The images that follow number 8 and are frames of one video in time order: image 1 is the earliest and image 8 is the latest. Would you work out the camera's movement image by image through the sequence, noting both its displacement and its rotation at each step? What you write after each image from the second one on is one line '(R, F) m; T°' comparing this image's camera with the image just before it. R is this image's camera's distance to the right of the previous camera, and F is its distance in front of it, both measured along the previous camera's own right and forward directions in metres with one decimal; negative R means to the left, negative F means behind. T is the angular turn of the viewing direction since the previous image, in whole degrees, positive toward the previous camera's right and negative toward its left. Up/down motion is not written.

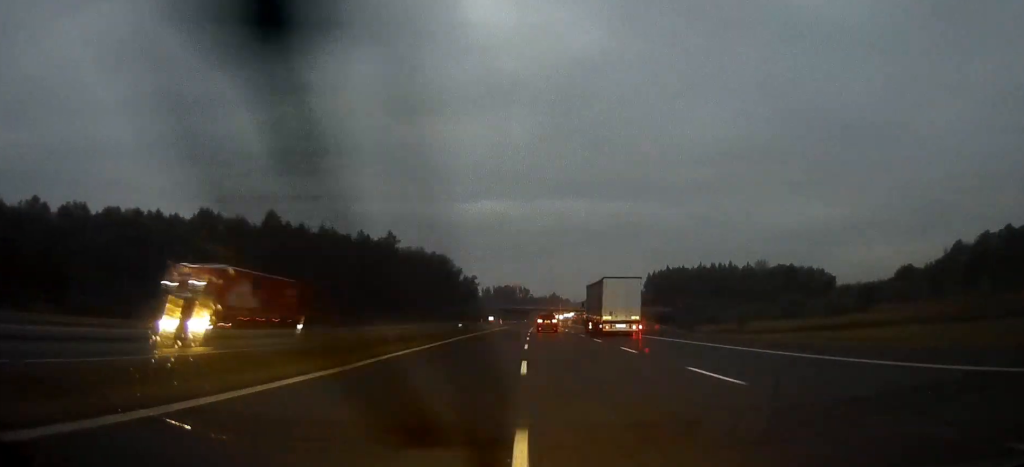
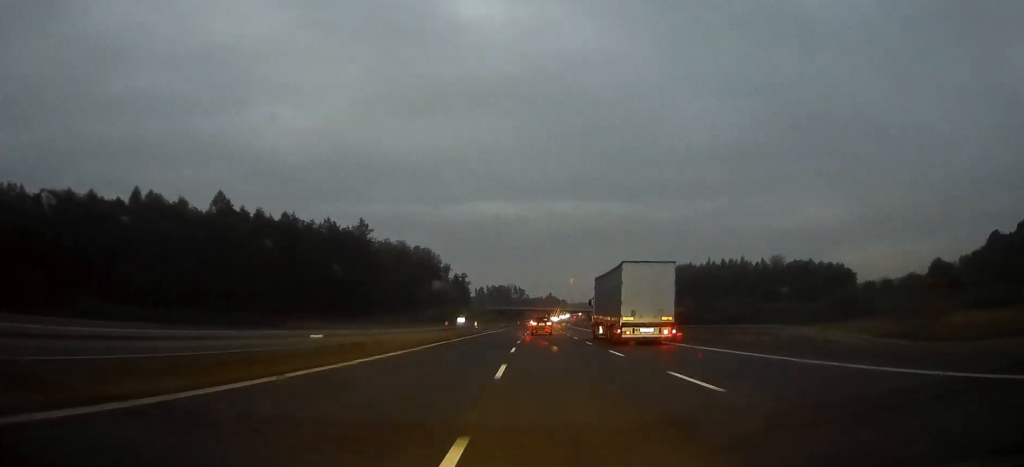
(0.0, +36.8) m; 0°
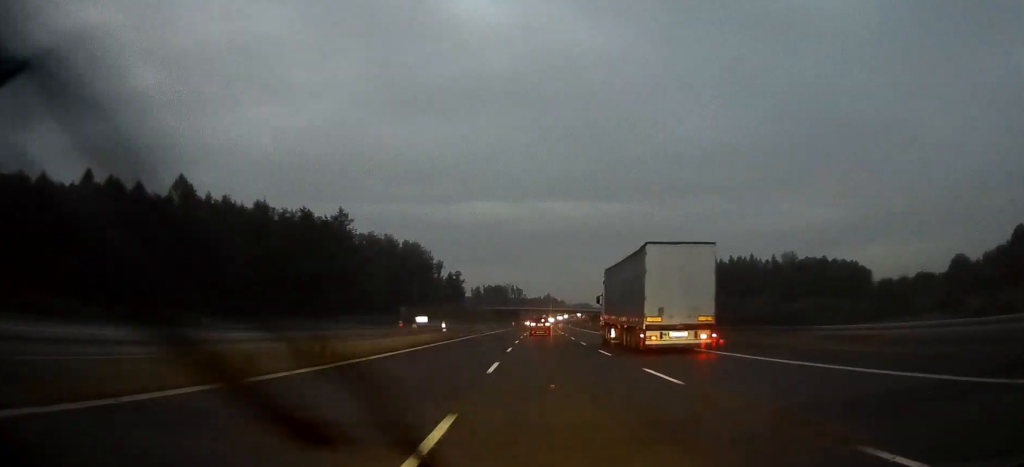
(0.0, +22.3) m; 0°
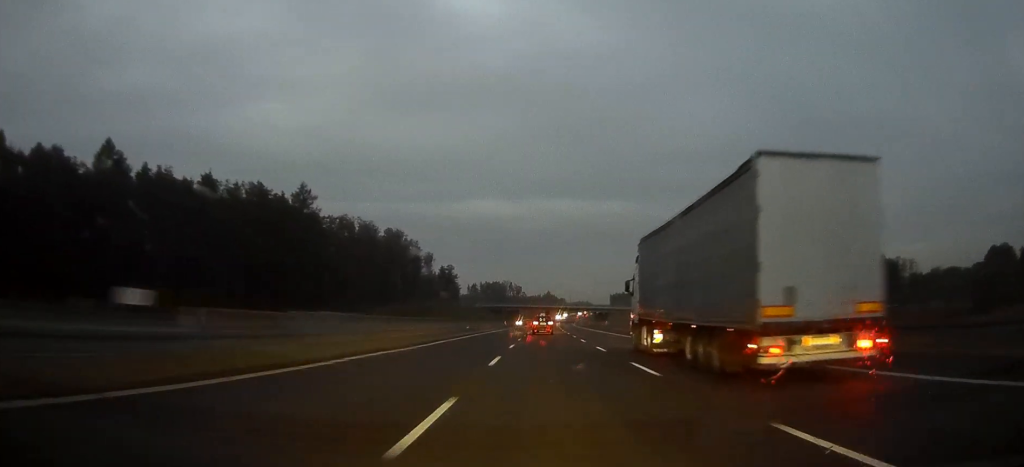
(0.0, +34.3) m; +1°
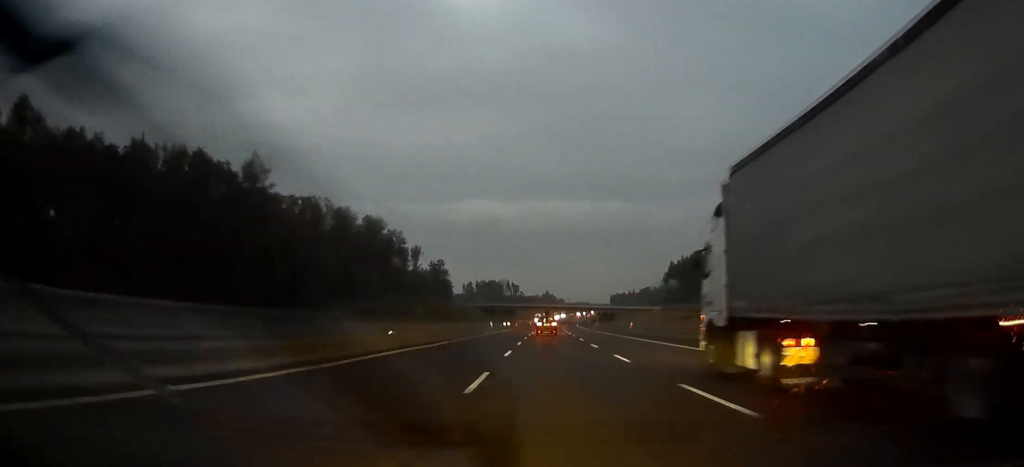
(+0.3, +30.4) m; +1°
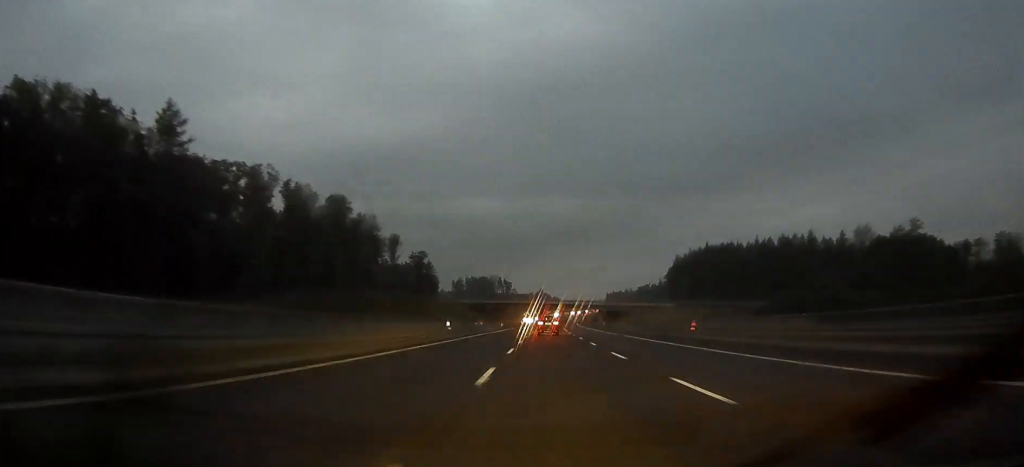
(+0.3, +34.5) m; 0°
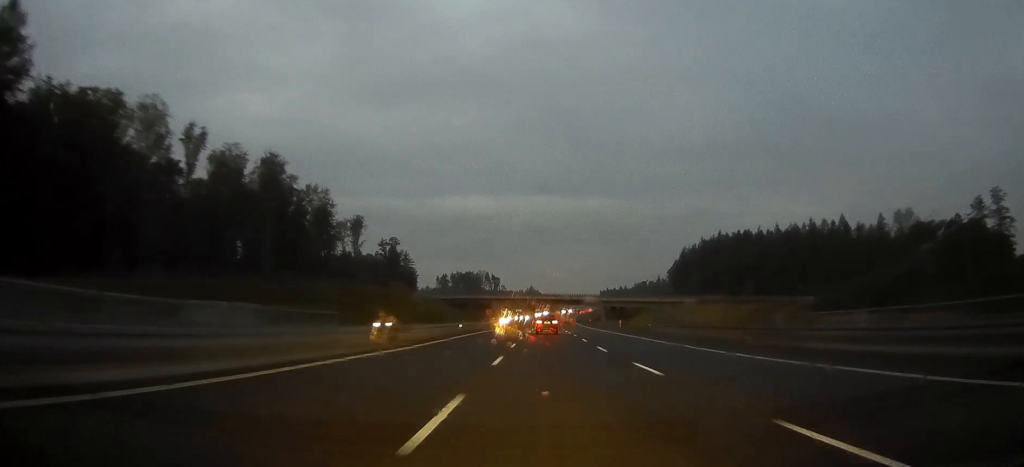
(+0.1, +42.5) m; 0°
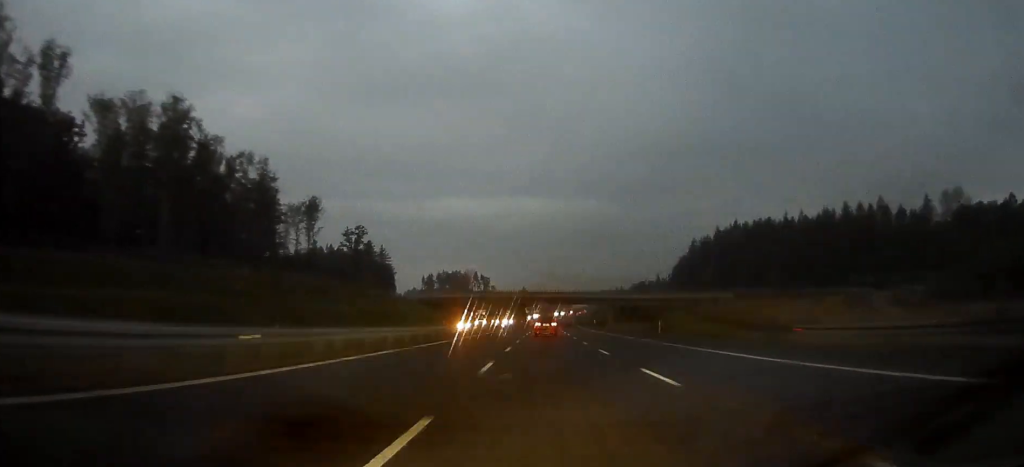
(+0.2, +38.5) m; +1°
